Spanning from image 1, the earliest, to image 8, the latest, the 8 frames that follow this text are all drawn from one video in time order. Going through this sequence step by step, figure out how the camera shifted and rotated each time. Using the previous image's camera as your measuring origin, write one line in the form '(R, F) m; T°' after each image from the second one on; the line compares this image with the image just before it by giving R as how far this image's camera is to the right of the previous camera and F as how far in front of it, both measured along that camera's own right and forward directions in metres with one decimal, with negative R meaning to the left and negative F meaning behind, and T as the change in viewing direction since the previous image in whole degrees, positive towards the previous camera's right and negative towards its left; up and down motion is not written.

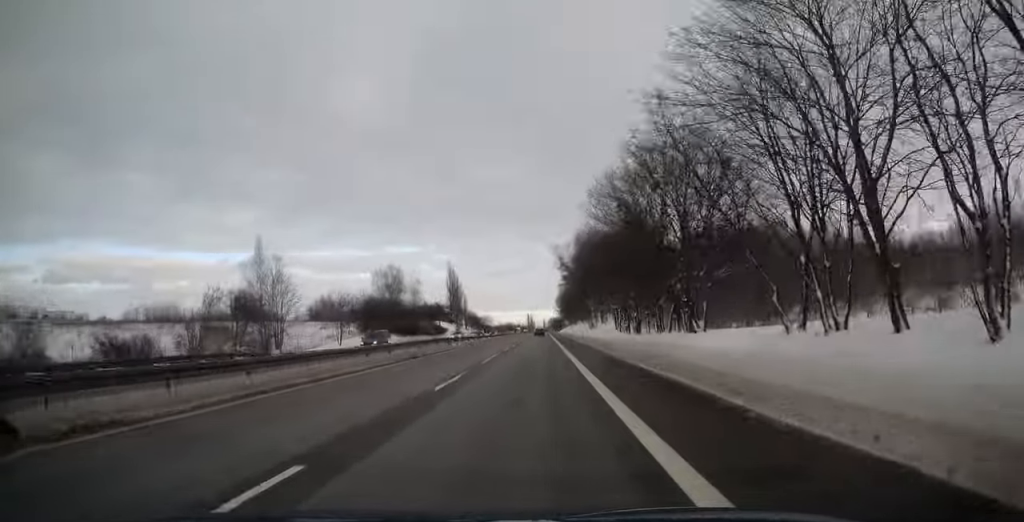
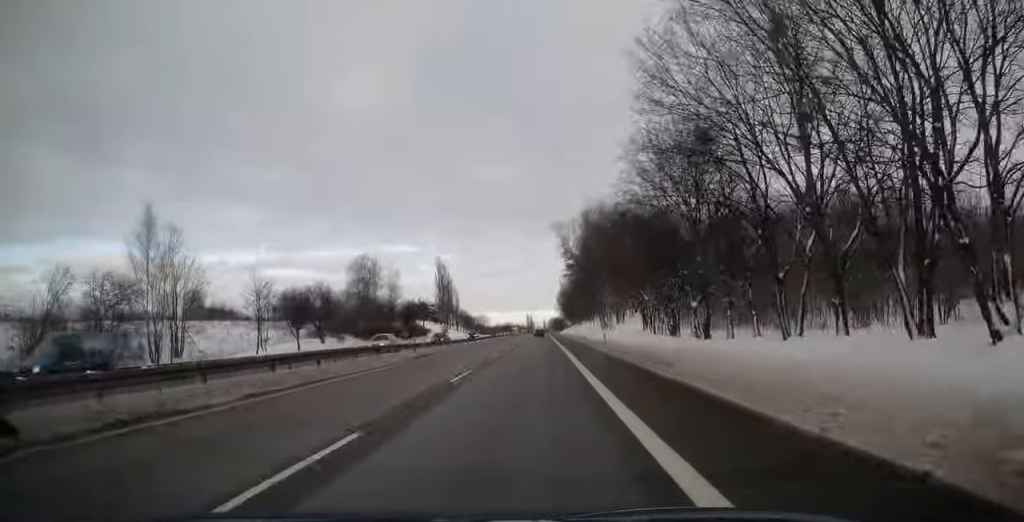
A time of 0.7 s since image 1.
(-0.1, +22.2) m; 0°
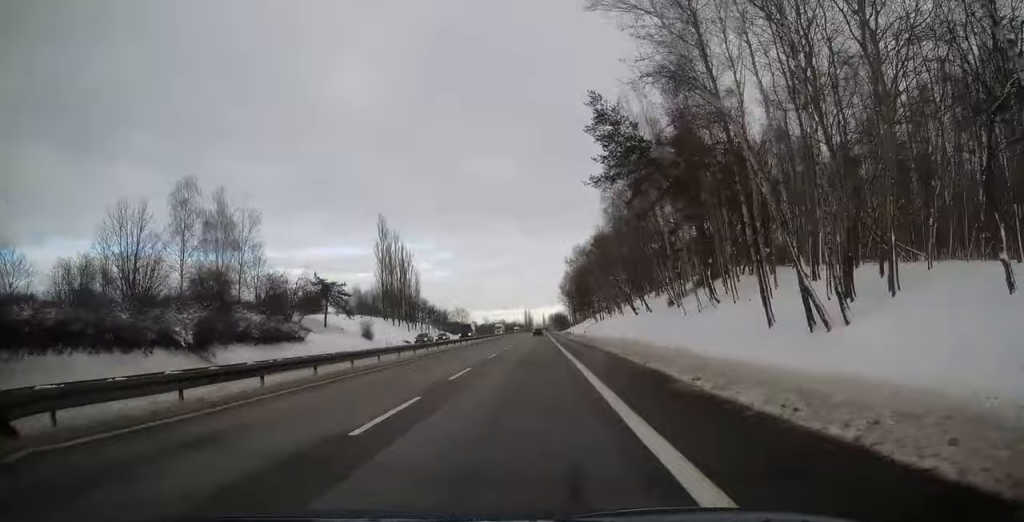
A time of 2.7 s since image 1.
(0.0, +65.7) m; 0°
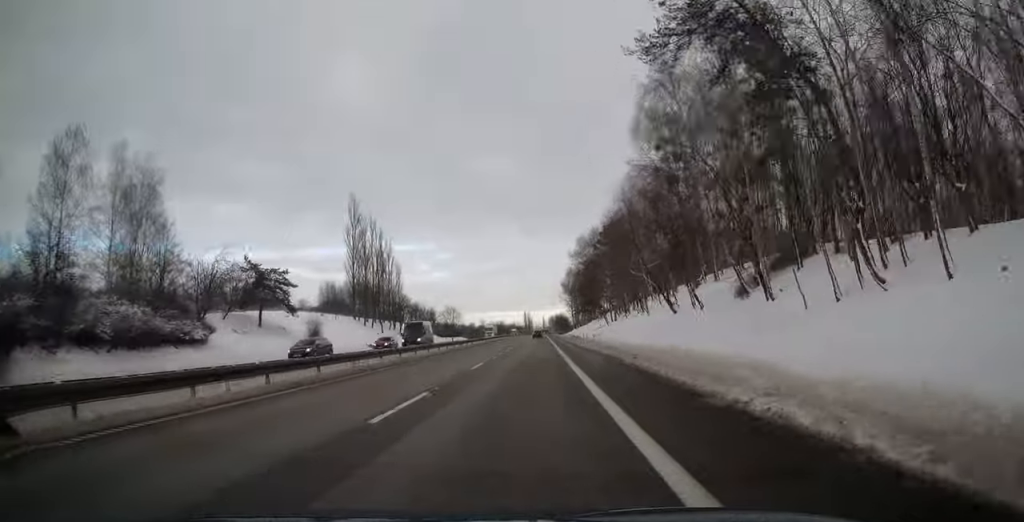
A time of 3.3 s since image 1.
(+0.2, +19.4) m; 0°
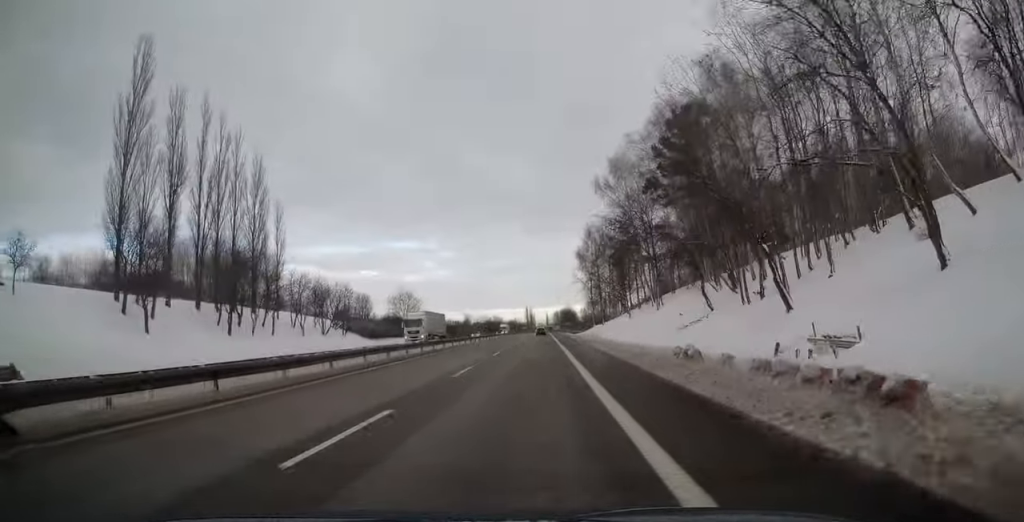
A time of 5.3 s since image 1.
(-0.2, +63.1) m; 0°
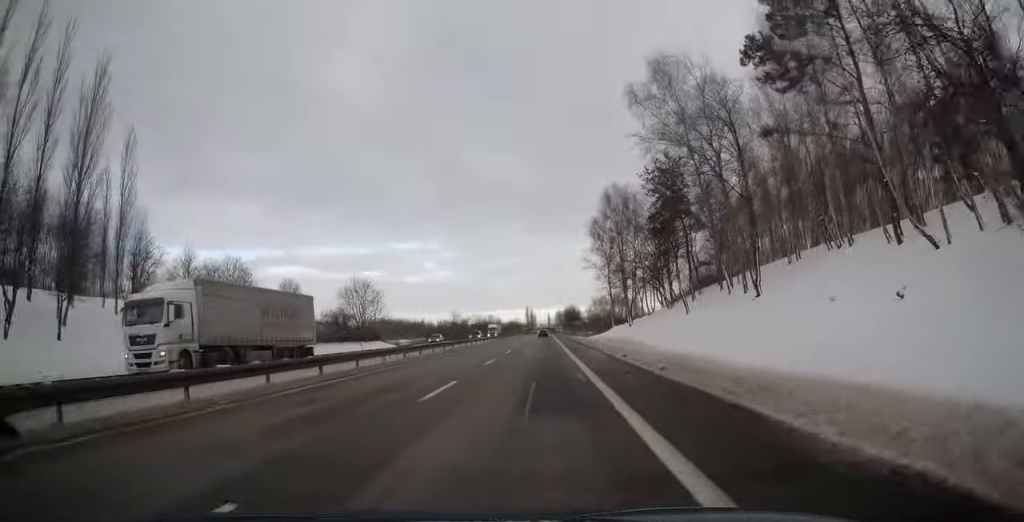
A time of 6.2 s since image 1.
(0.0, +29.6) m; 0°
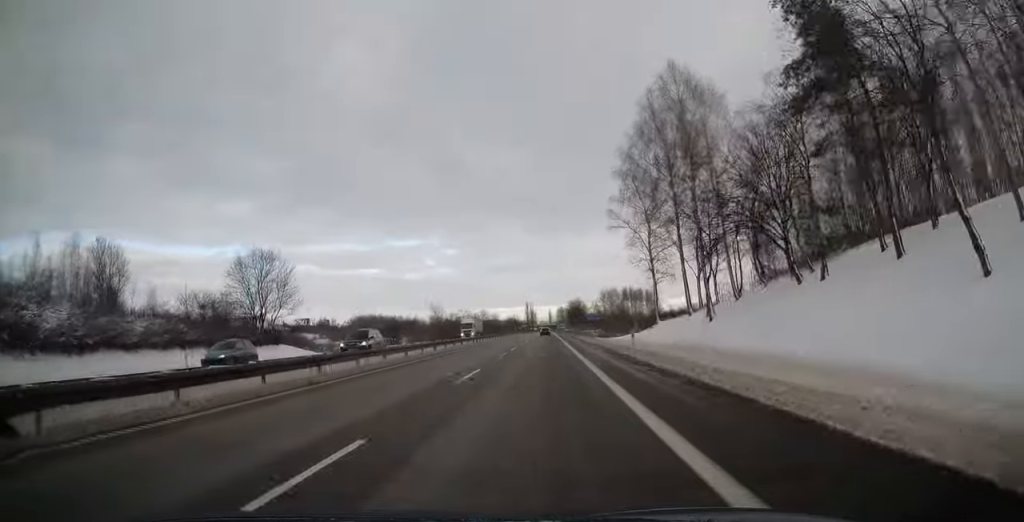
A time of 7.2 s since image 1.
(0.0, +32.8) m; 0°
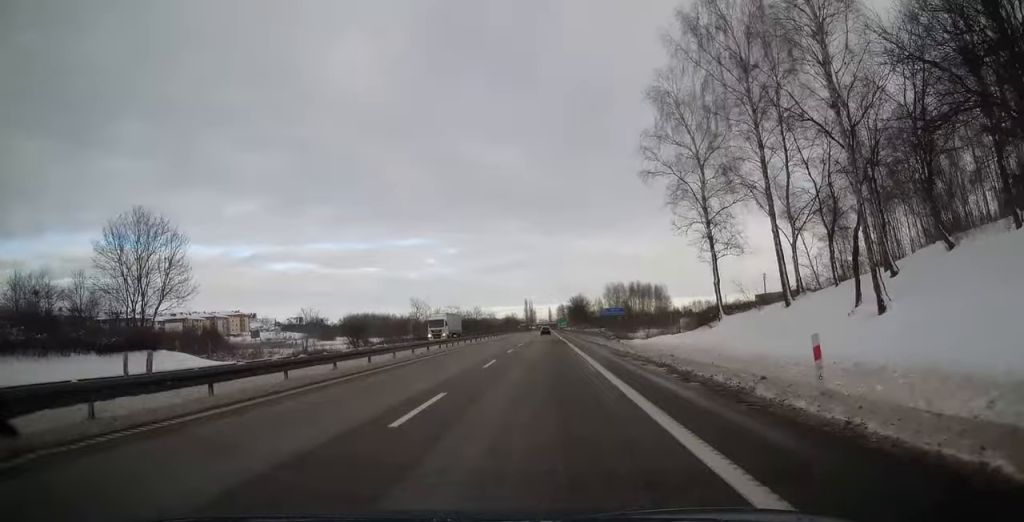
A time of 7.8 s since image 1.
(-0.2, +18.8) m; 0°
